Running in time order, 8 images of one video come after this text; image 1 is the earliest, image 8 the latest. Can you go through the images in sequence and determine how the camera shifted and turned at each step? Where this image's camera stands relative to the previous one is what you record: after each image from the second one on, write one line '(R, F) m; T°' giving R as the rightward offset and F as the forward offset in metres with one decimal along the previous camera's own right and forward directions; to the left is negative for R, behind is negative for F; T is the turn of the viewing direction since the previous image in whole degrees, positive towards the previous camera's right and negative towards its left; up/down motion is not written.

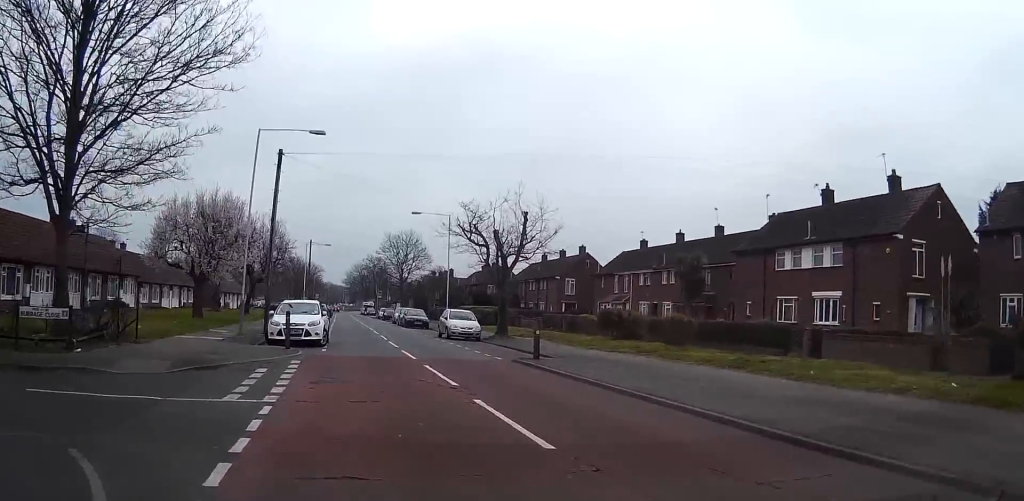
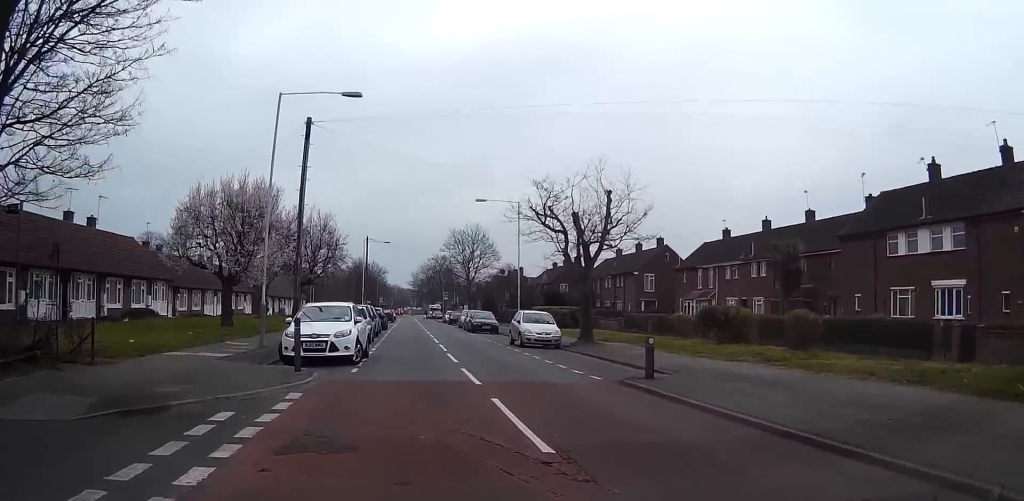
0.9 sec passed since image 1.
(-0.2, +5.6) m; -3°
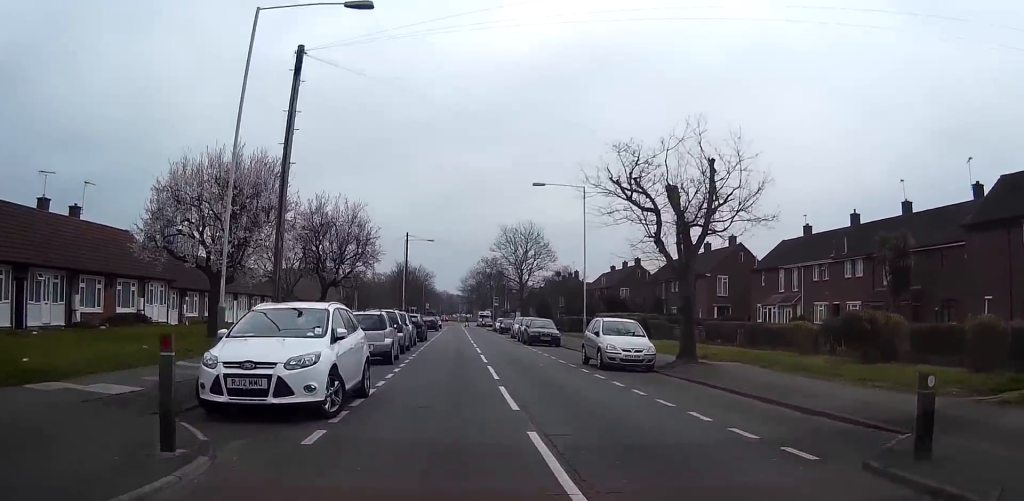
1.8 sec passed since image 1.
(-0.2, +7.7) m; -2°
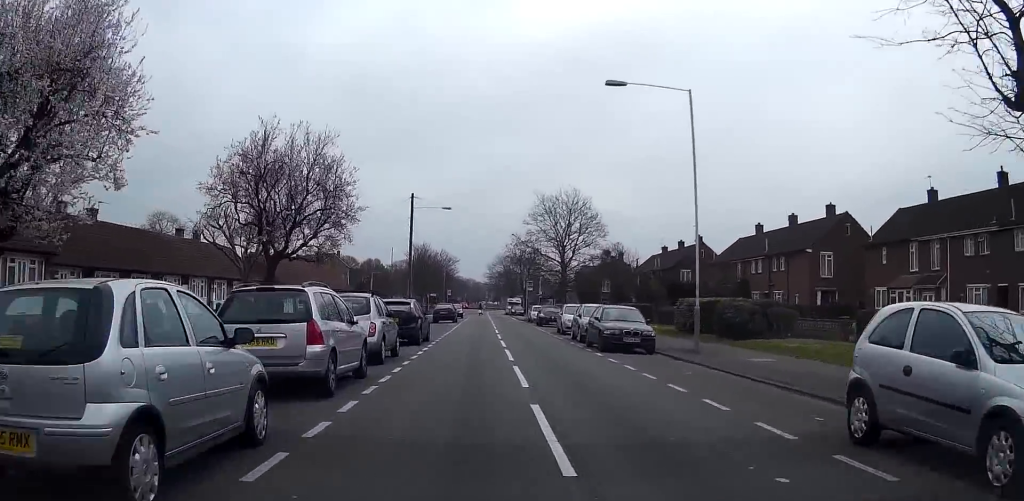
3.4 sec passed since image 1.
(-0.1, +15.9) m; -1°
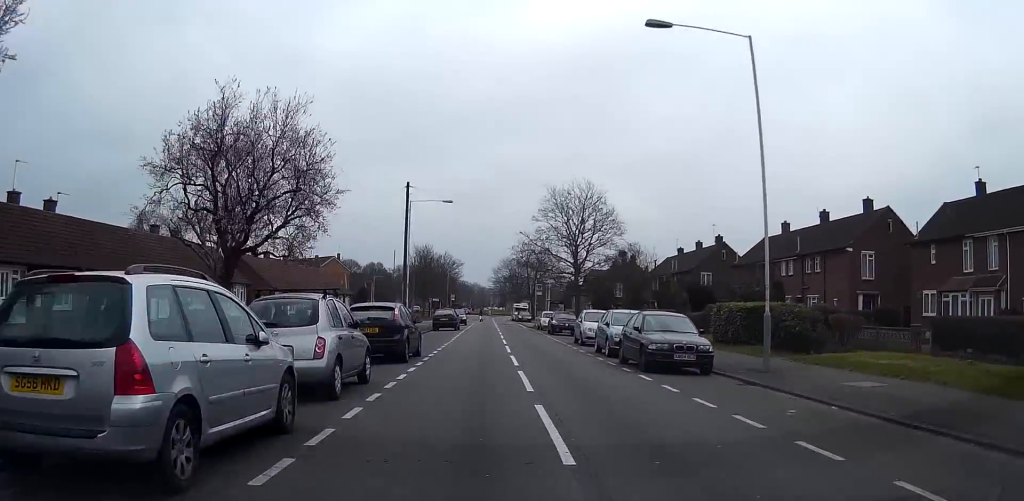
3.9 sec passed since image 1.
(0.0, +5.5) m; 0°
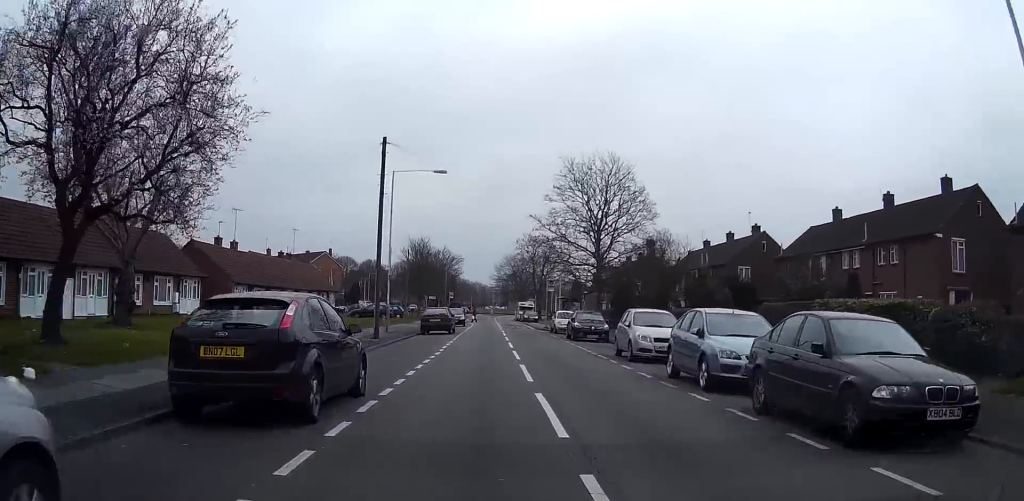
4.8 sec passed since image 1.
(0.0, +10.2) m; -1°
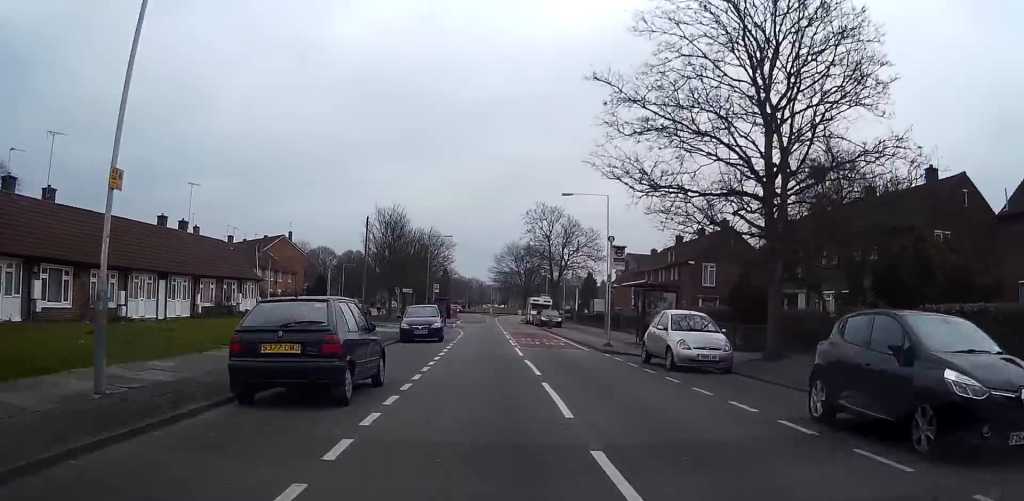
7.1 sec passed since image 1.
(-0.1, +28.3) m; 0°
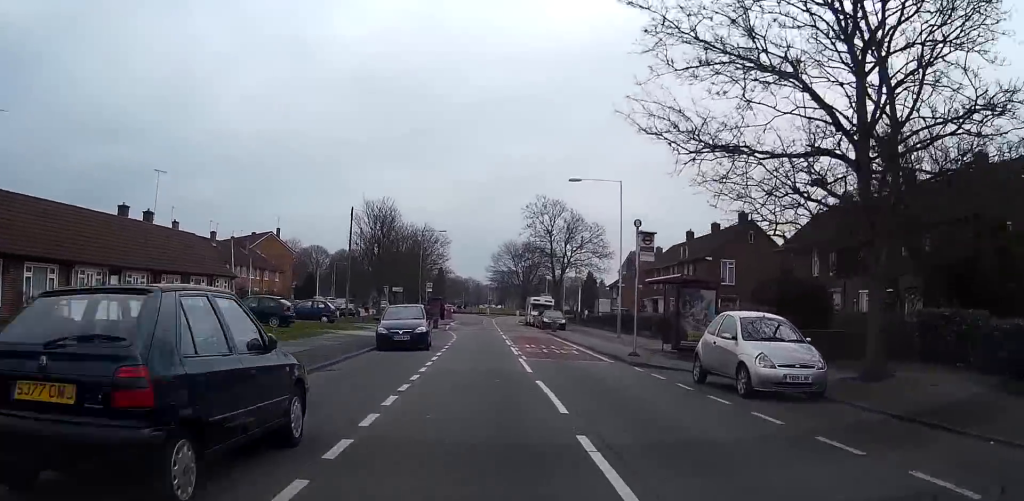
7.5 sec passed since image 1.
(0.0, +5.3) m; 0°
